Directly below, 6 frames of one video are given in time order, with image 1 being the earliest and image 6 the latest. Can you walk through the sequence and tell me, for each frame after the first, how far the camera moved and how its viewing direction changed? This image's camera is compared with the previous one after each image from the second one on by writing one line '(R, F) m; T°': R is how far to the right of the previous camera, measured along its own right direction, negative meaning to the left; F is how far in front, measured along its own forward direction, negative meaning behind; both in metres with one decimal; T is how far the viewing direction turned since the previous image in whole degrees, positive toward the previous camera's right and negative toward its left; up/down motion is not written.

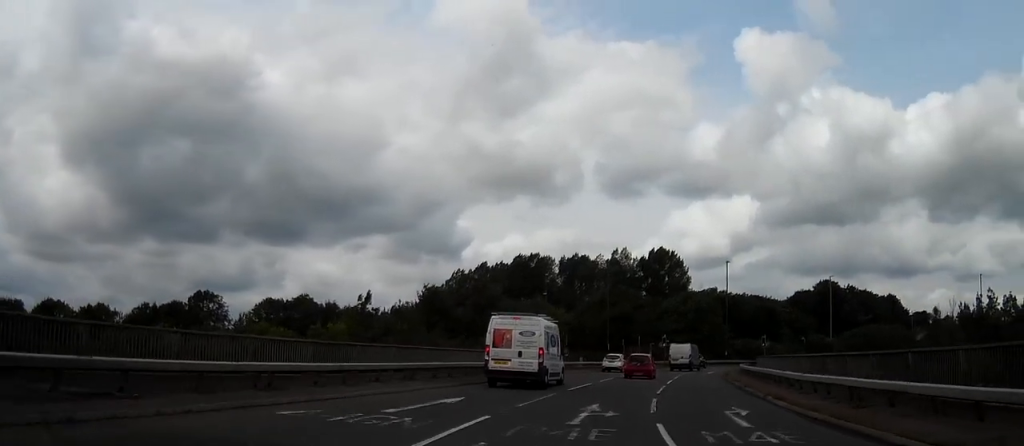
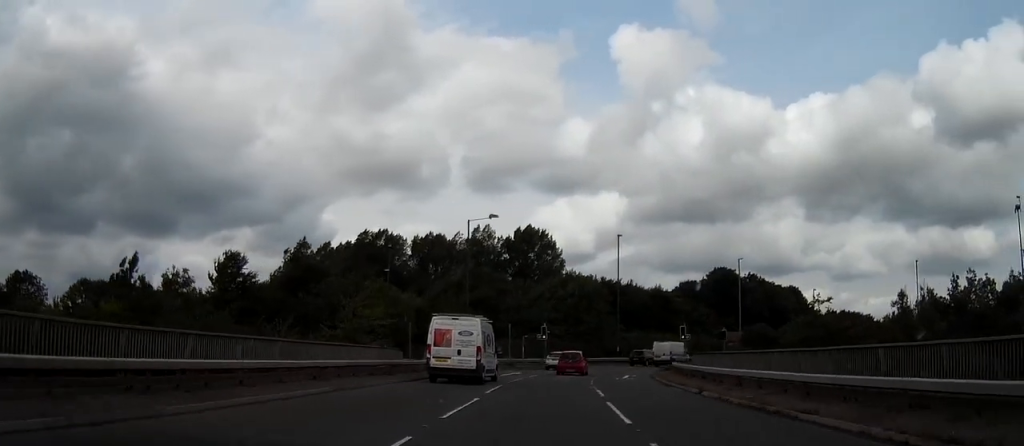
(+2.5, +22.4) m; +13°
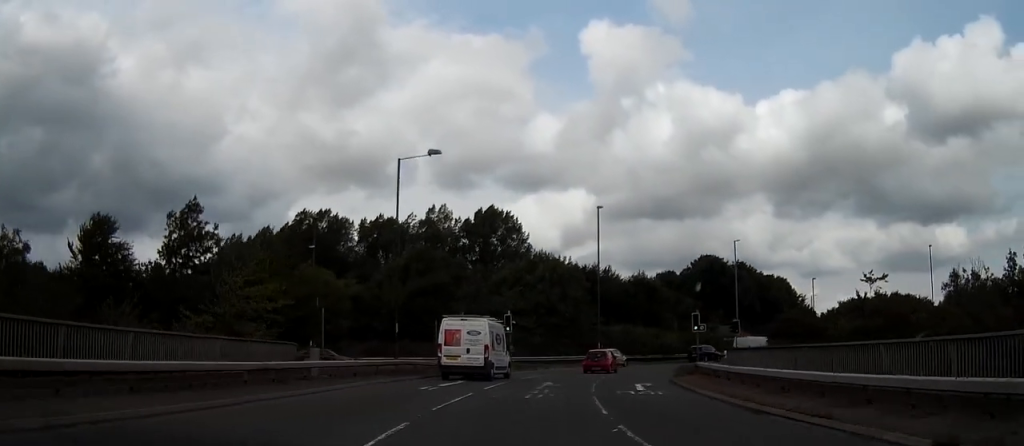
(+0.8, +15.8) m; +5°
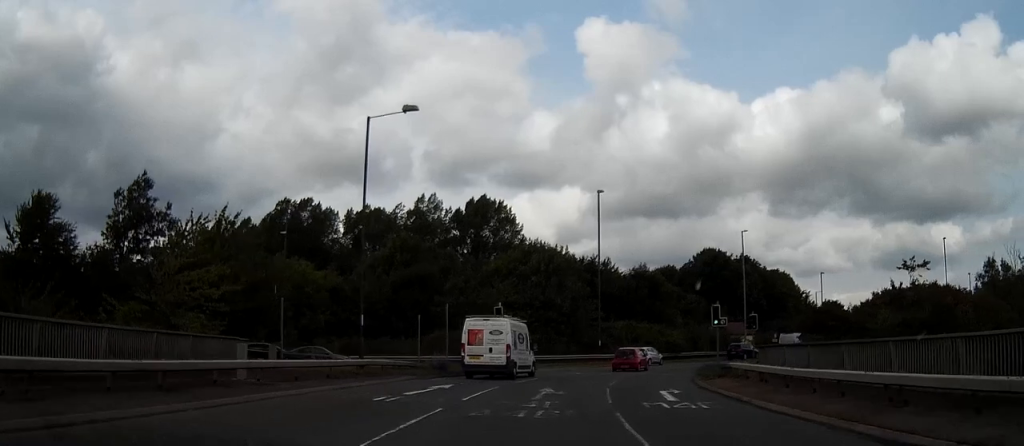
(+0.1, +6.3) m; +1°
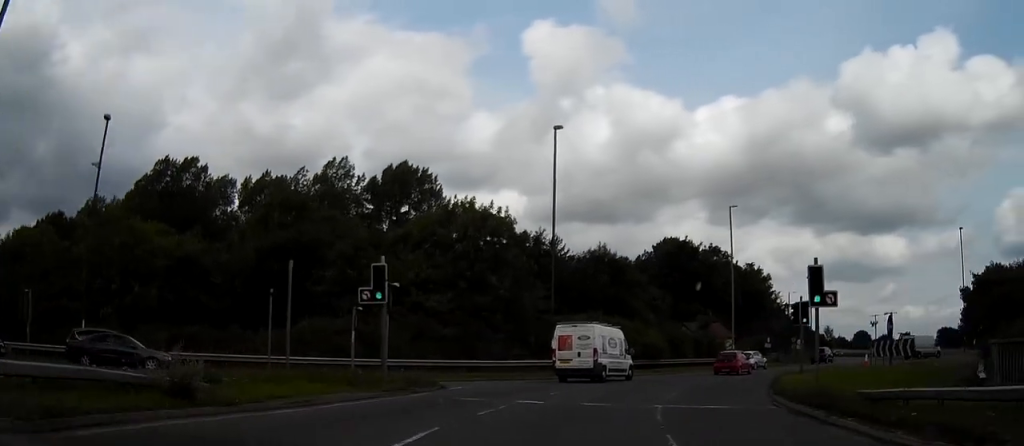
(+0.4, +21.3) m; +3°
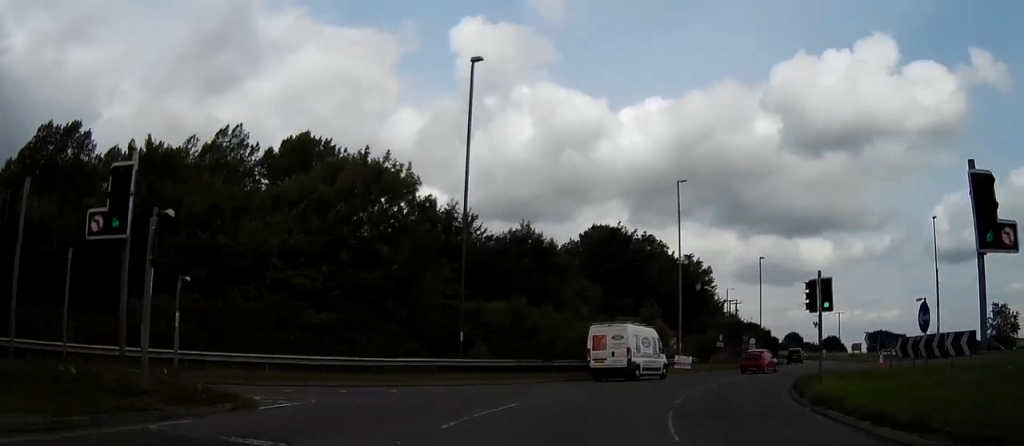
(+0.3, +11.3) m; +5°
